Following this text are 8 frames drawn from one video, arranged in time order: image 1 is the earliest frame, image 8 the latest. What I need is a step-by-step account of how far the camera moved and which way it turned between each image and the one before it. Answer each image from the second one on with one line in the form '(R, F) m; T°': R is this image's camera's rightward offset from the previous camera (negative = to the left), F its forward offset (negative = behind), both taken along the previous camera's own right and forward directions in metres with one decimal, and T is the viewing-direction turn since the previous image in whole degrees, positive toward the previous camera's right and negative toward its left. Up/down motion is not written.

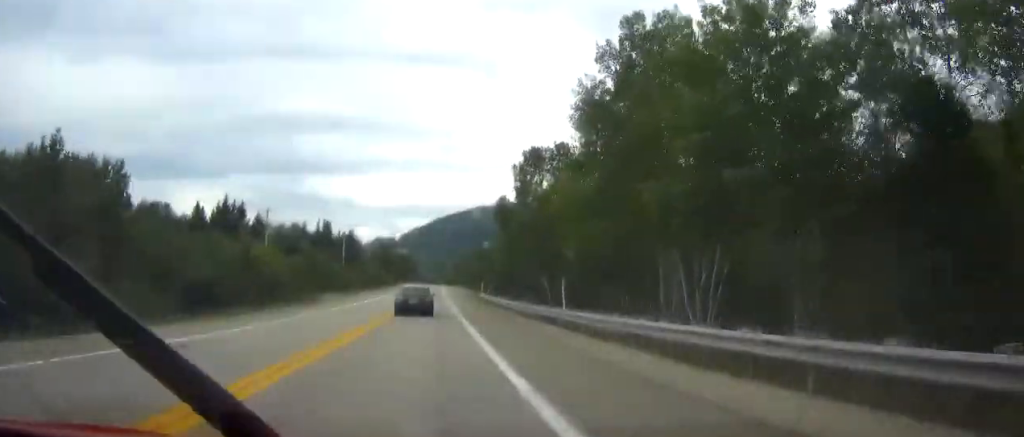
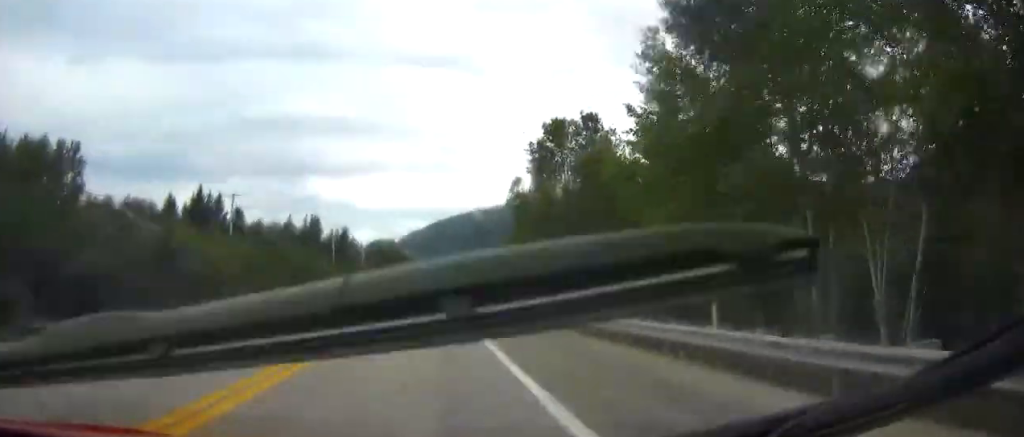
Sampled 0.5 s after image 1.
(0.0, +13.7) m; 0°
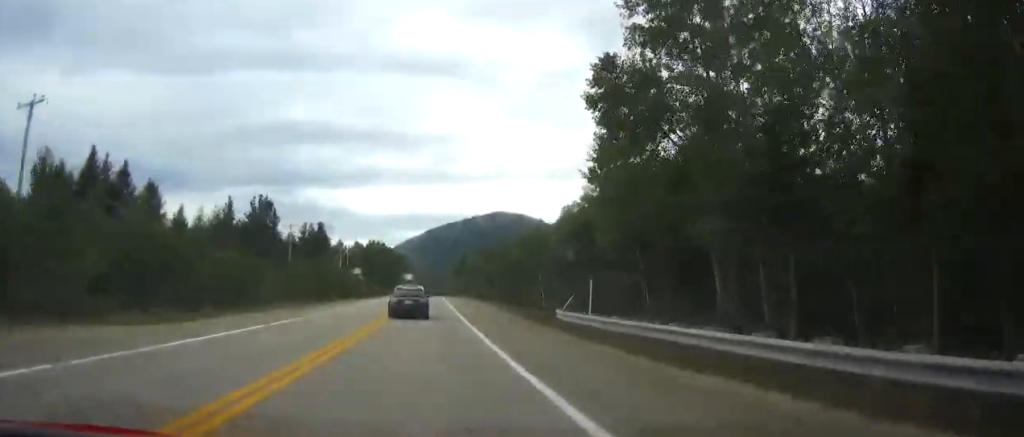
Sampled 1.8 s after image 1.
(-0.1, +35.7) m; 0°
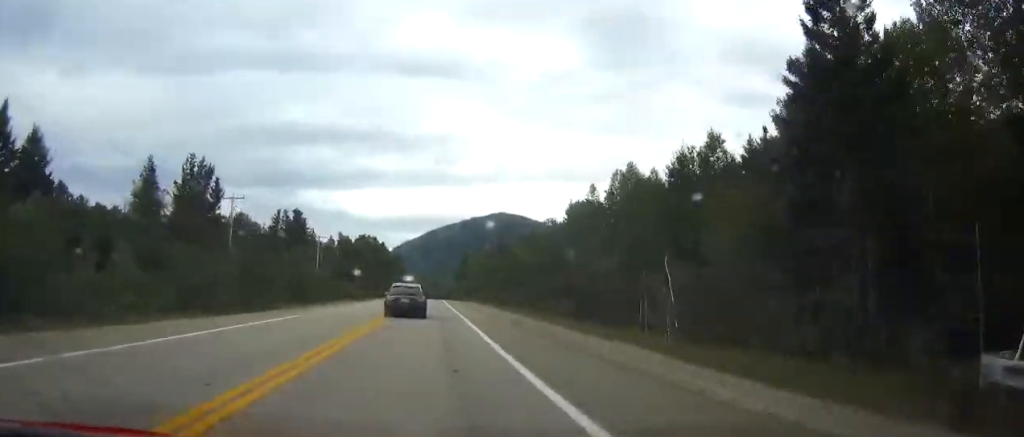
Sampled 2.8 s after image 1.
(0.0, +27.3) m; 0°
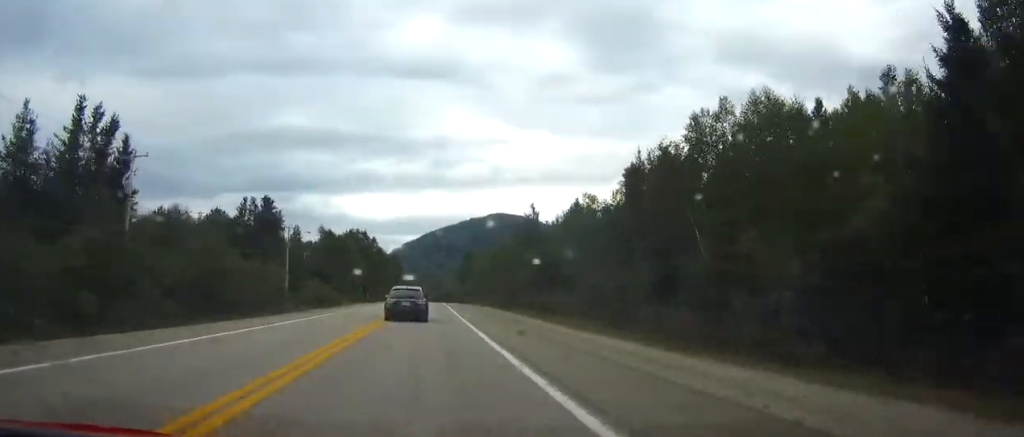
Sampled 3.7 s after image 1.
(+0.2, +23.3) m; 0°
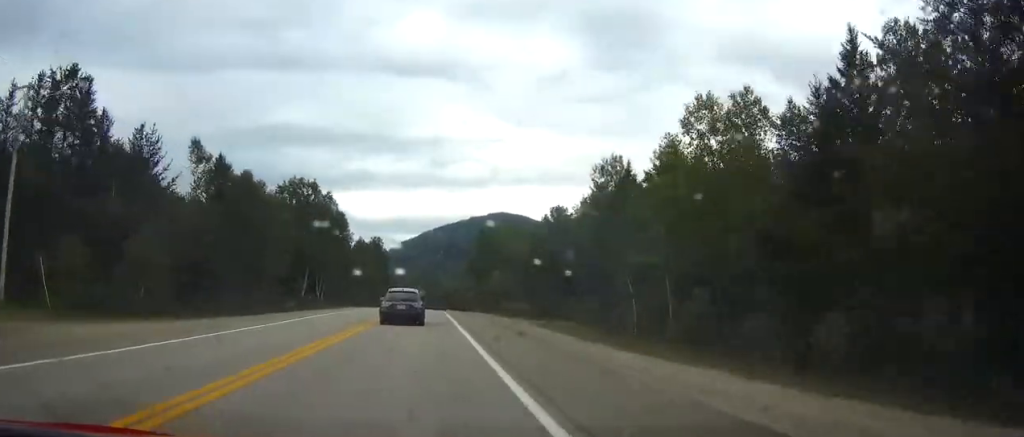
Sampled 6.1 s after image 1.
(-0.1, +64.5) m; 0°
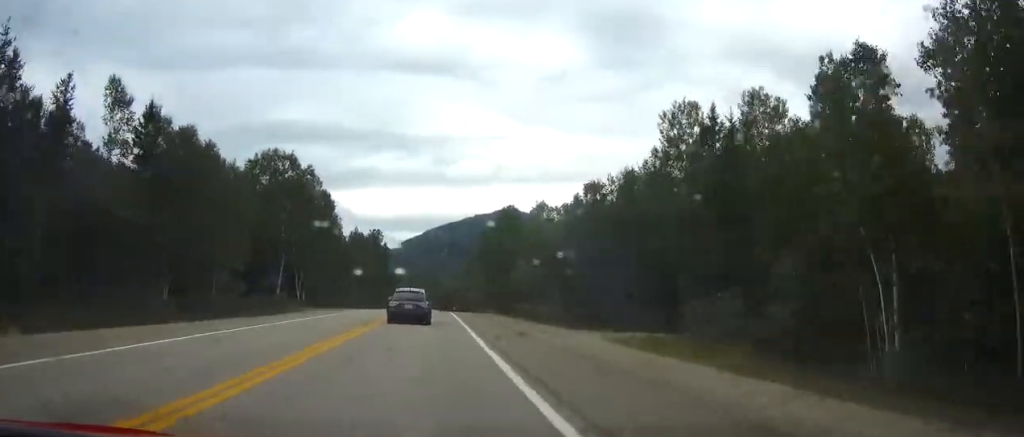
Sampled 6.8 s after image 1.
(0.0, +17.1) m; 0°
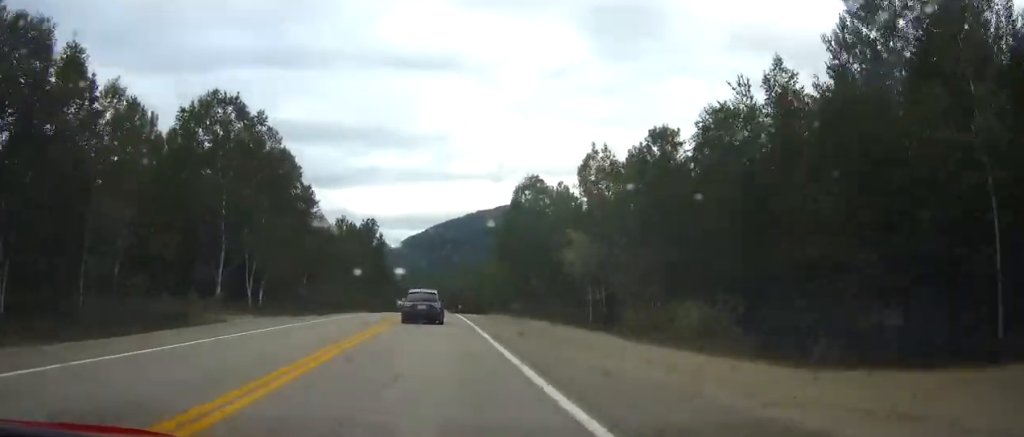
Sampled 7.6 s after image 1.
(-0.1, +21.3) m; 0°
